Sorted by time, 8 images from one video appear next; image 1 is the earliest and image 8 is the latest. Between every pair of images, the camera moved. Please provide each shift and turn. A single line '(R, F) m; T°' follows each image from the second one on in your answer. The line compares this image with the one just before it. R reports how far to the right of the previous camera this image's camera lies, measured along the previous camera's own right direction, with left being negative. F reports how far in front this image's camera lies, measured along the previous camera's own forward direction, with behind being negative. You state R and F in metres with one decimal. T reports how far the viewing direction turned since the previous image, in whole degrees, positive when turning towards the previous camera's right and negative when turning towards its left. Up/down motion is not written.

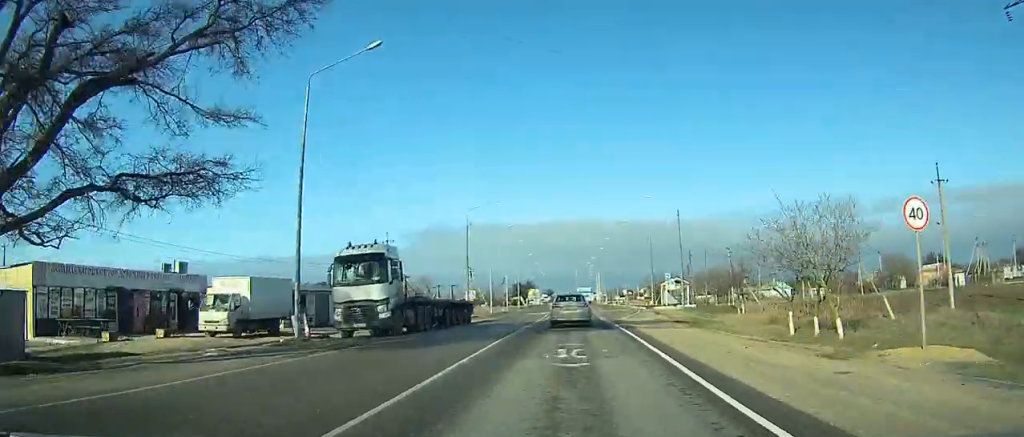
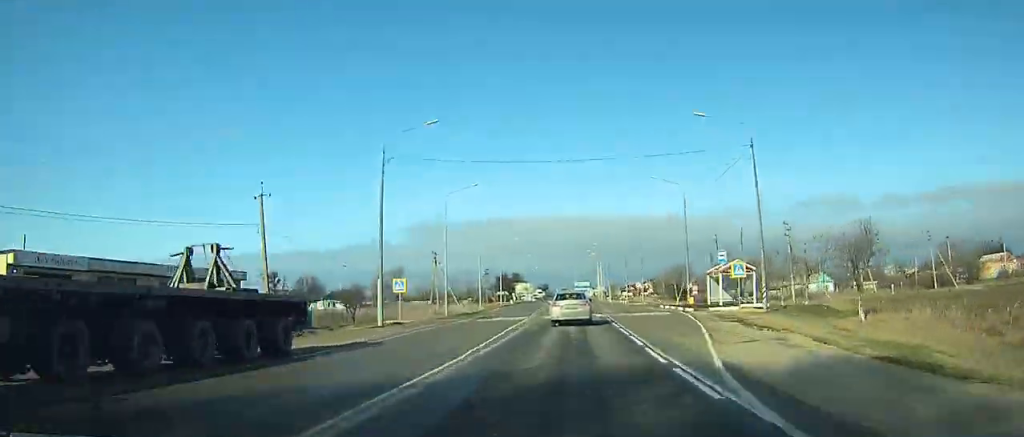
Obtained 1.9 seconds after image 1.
(0.0, +25.5) m; 0°
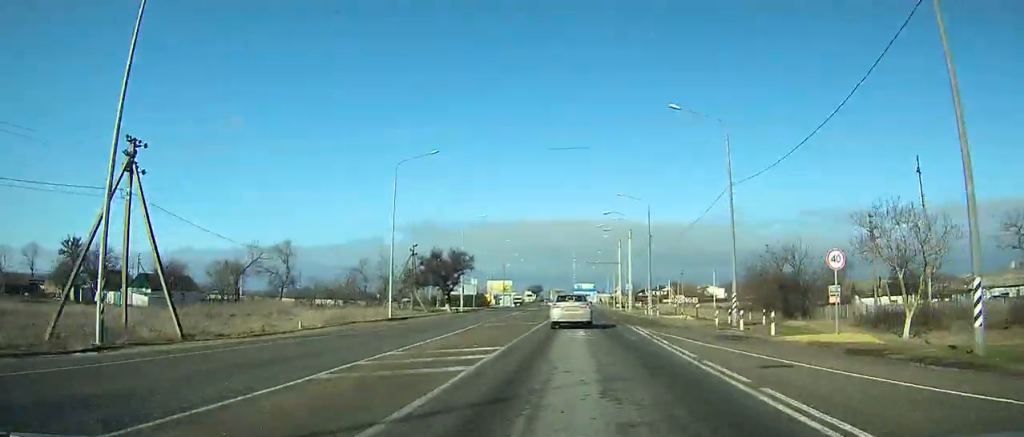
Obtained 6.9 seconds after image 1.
(+0.4, +61.3) m; +1°
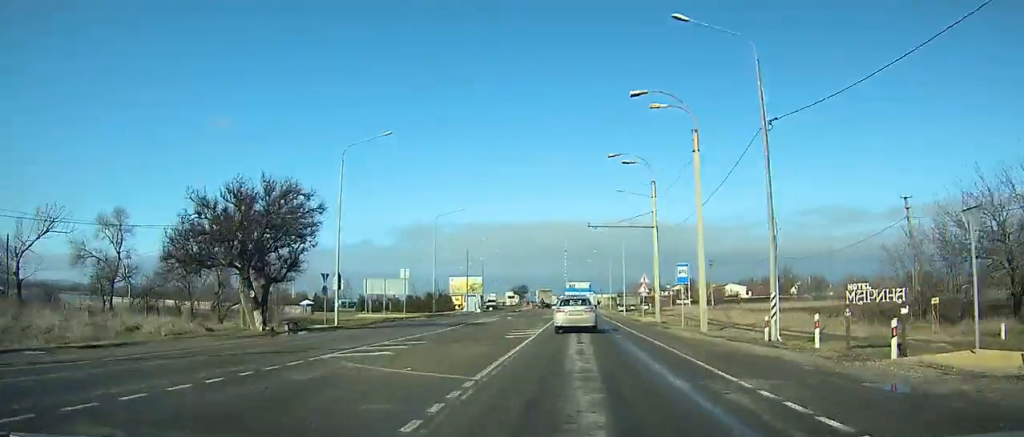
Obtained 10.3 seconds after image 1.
(+0.2, +36.3) m; +1°
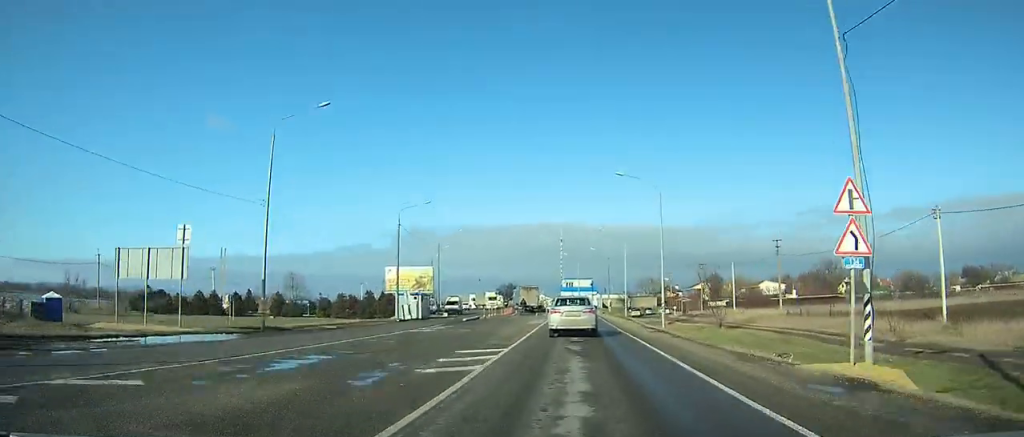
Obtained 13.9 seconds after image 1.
(+0.2, +34.6) m; 0°
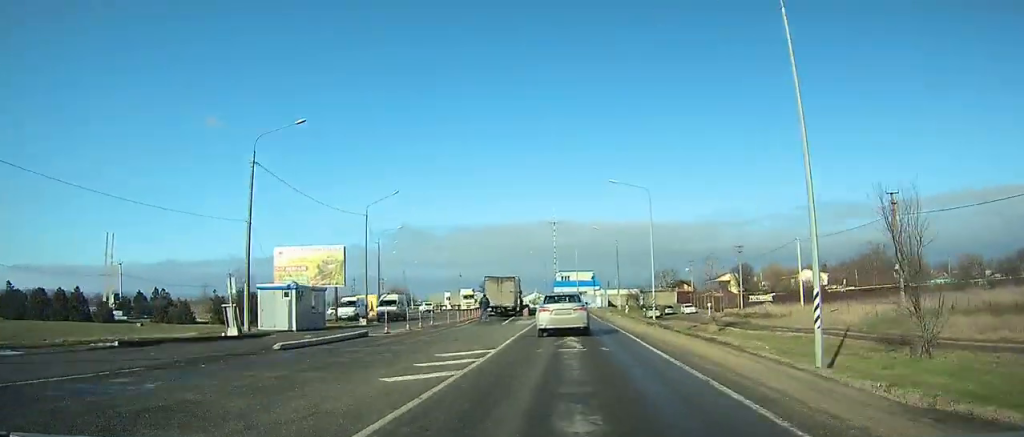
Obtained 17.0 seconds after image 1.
(-0.1, +27.0) m; -1°
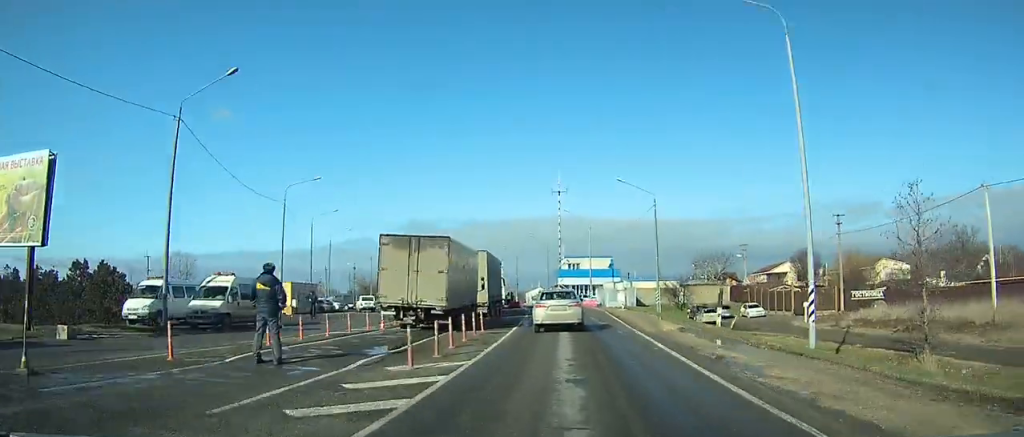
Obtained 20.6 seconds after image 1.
(-0.2, +28.5) m; -1°
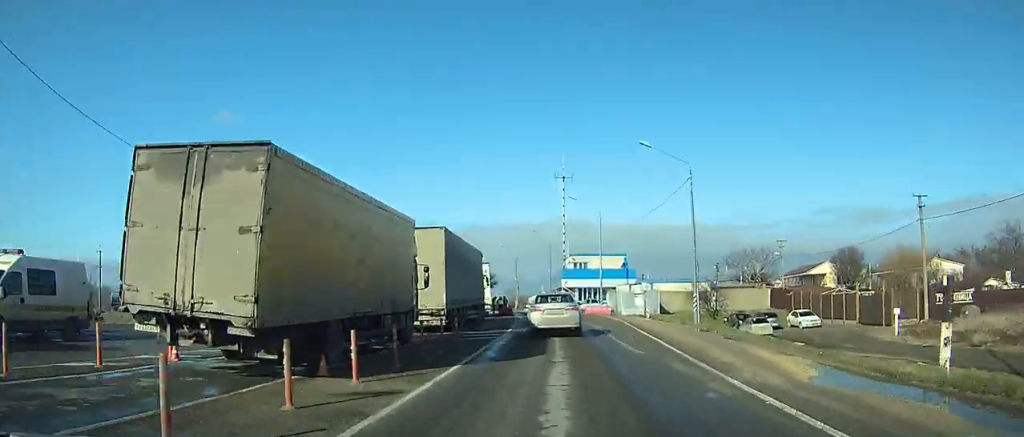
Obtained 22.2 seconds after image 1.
(0.0, +11.3) m; -1°
